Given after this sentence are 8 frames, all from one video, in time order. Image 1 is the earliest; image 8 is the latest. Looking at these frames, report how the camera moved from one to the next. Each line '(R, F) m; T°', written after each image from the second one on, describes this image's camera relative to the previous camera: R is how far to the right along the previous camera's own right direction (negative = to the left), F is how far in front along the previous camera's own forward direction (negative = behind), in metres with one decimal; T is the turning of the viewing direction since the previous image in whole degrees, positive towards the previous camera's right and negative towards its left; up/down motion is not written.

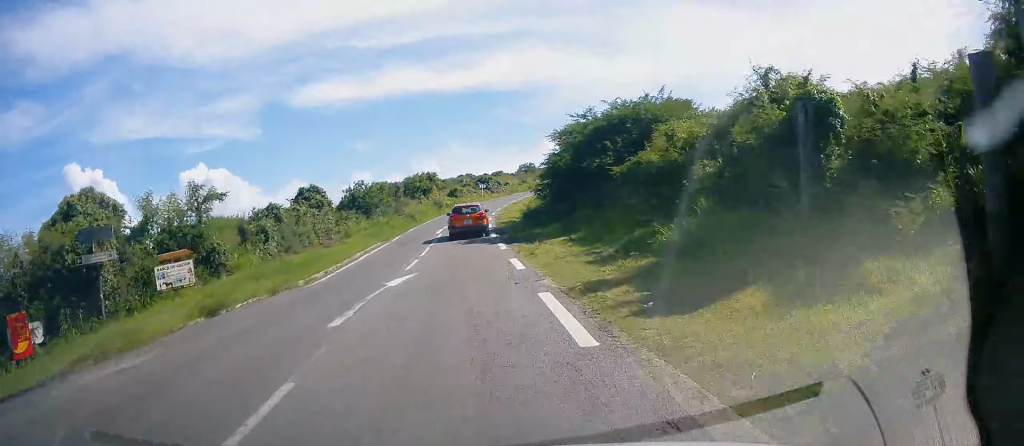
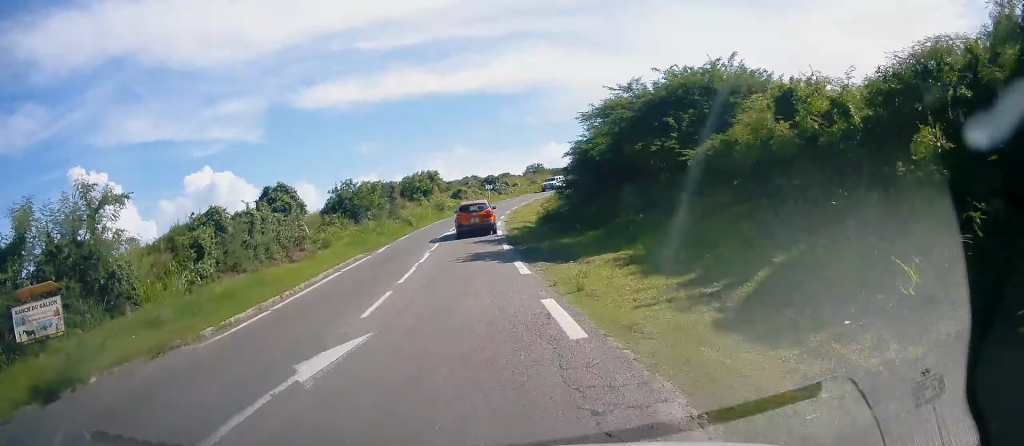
(+0.2, +6.6) m; +1°
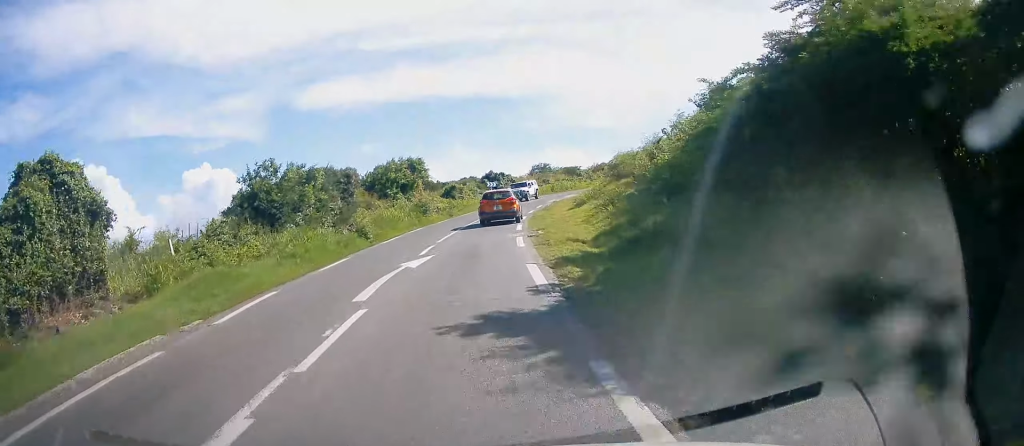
(+0.2, +16.6) m; -1°
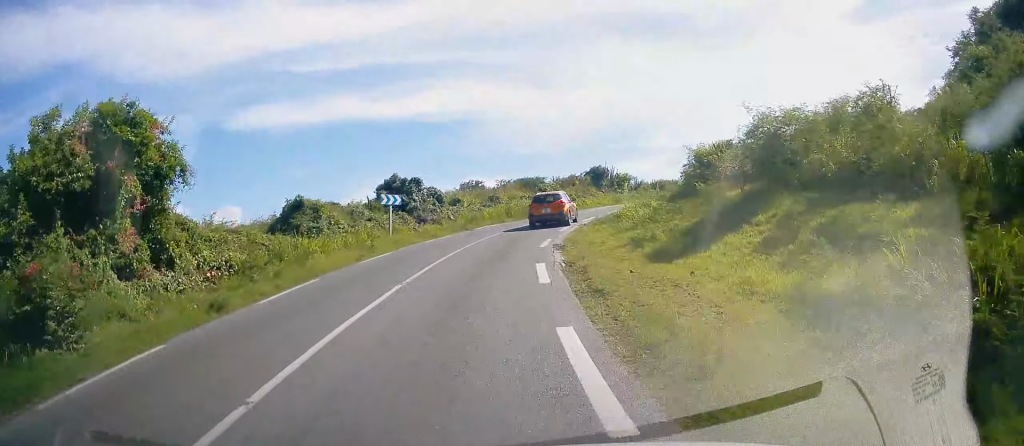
(+0.7, +32.0) m; +7°
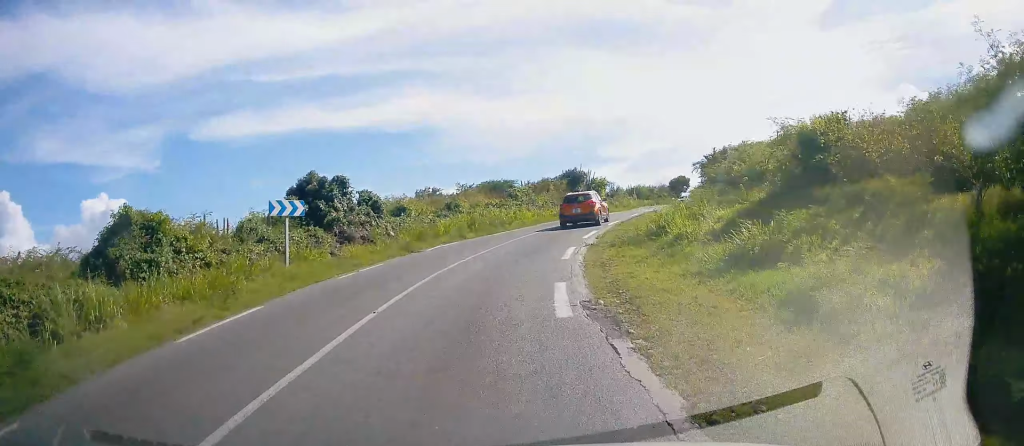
(+0.4, +10.0) m; +5°
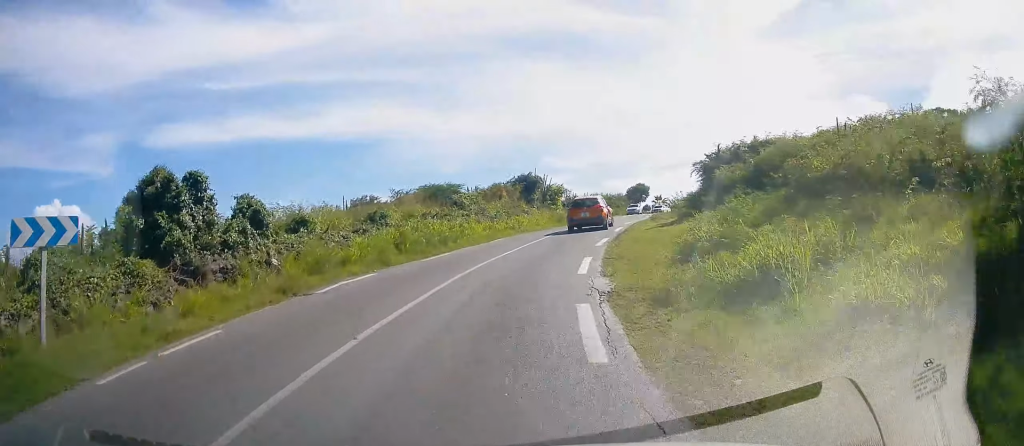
(+0.2, +8.4) m; +4°
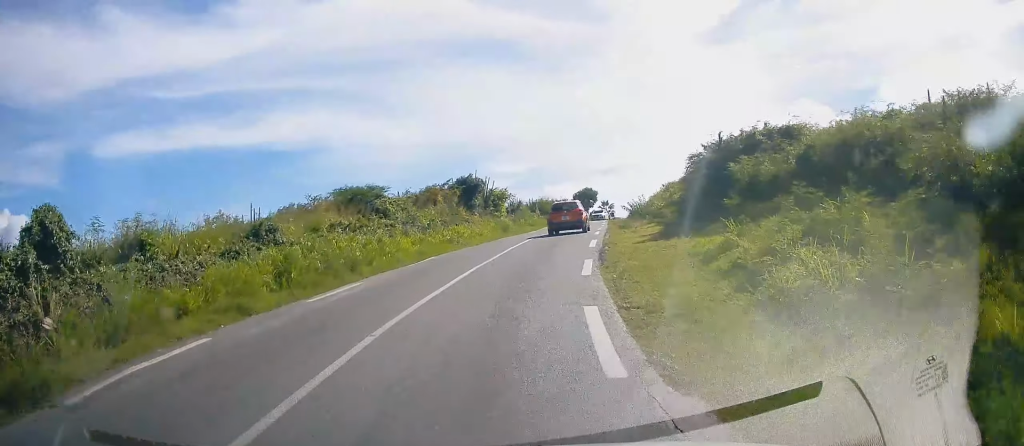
(+0.3, +7.1) m; +5°
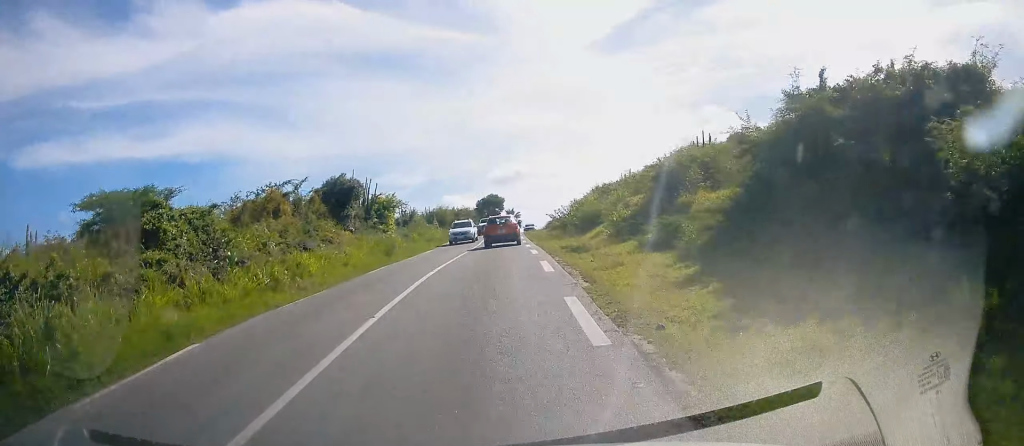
(+1.2, +12.6) m; +10°
